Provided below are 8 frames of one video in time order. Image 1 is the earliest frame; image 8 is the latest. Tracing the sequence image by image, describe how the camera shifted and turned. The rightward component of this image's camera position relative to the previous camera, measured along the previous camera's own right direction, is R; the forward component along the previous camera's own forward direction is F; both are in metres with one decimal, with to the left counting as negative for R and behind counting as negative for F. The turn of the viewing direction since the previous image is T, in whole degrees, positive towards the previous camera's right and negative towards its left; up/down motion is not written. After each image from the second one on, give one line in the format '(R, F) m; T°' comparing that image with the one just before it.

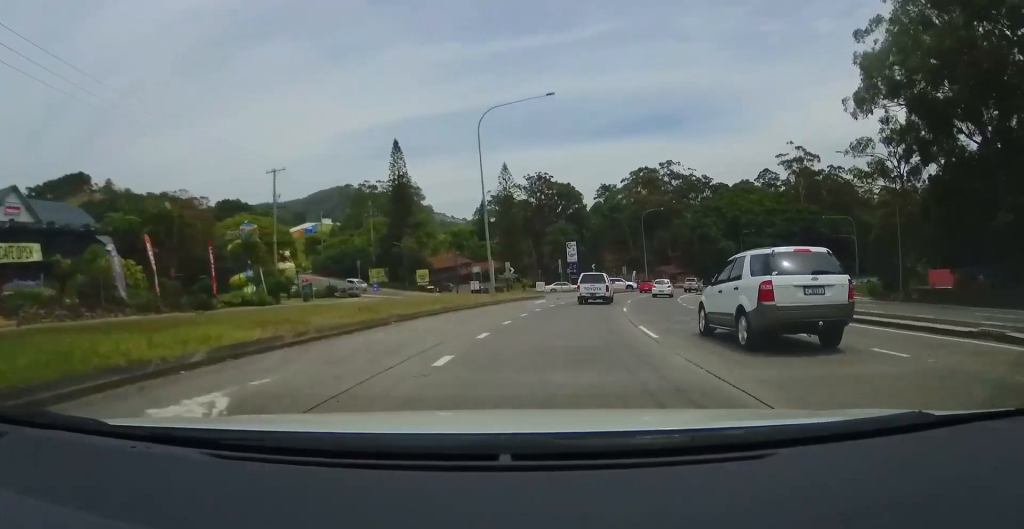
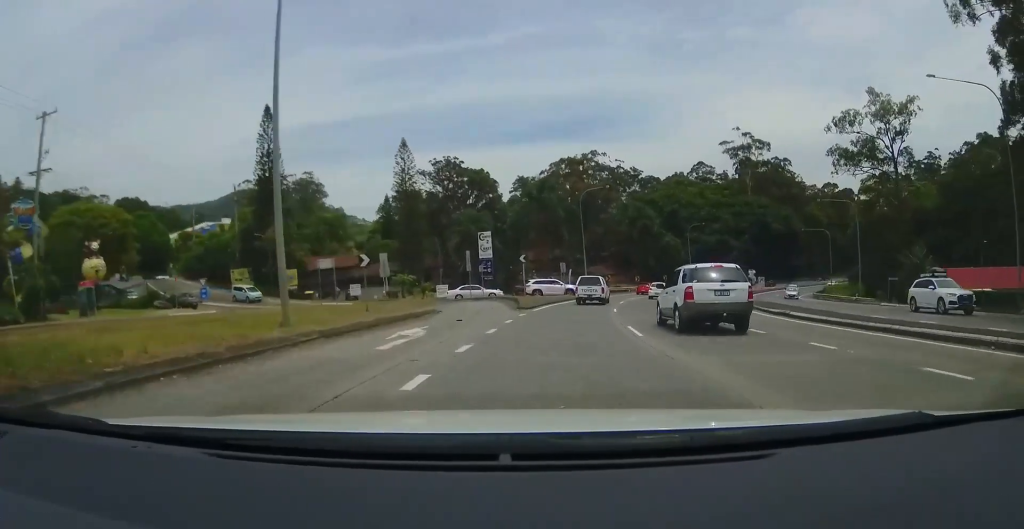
(+1.5, +22.2) m; +8°
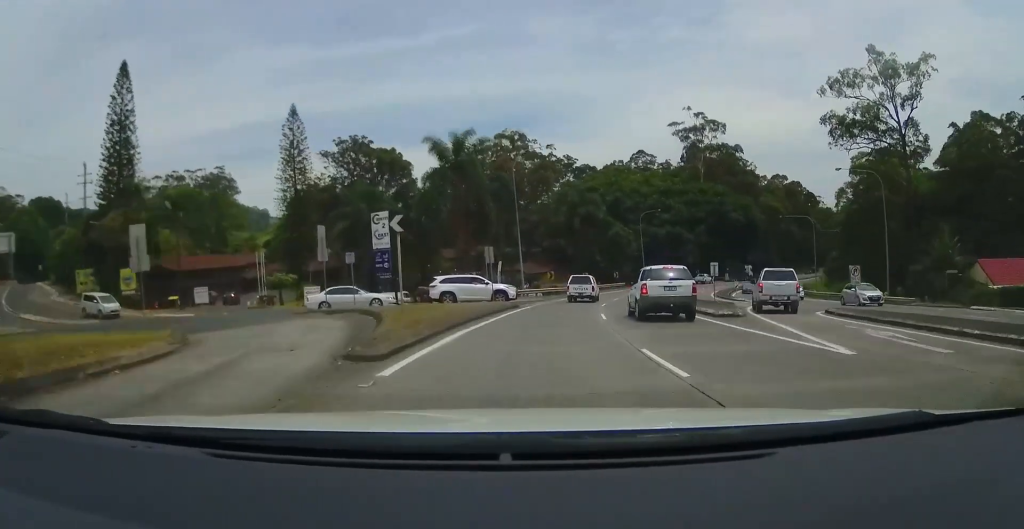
(+1.3, +18.9) m; +8°
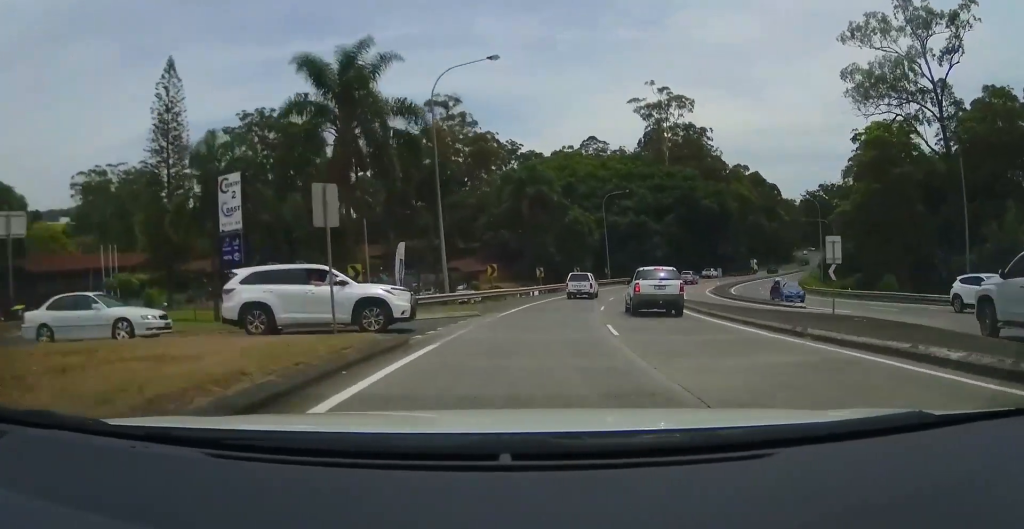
(+0.8, +17.4) m; +7°
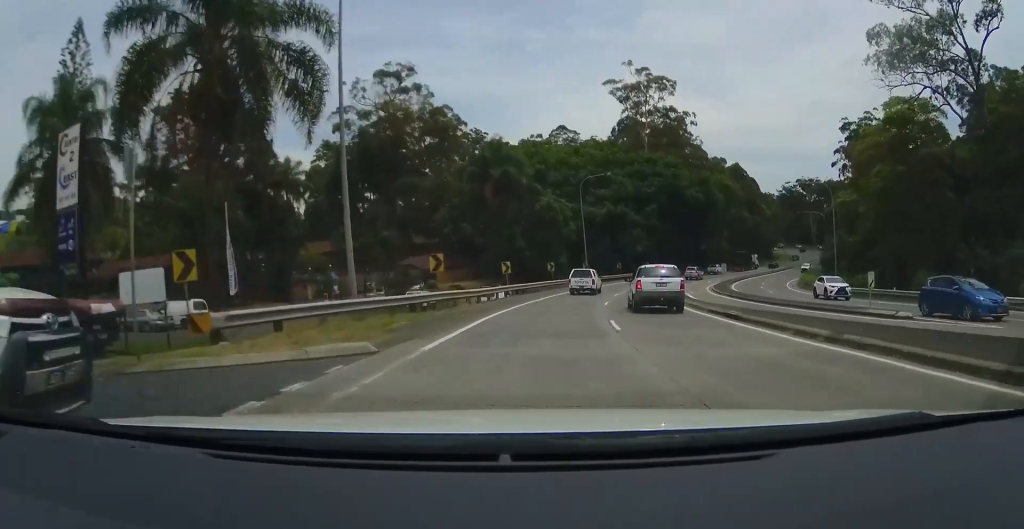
(+0.6, +11.2) m; +3°
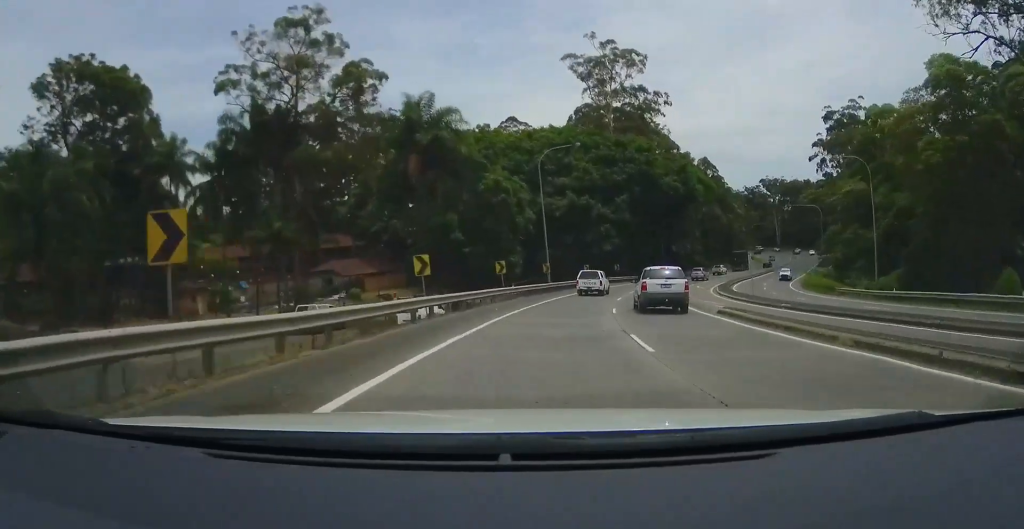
(+0.4, +16.3) m; +3°
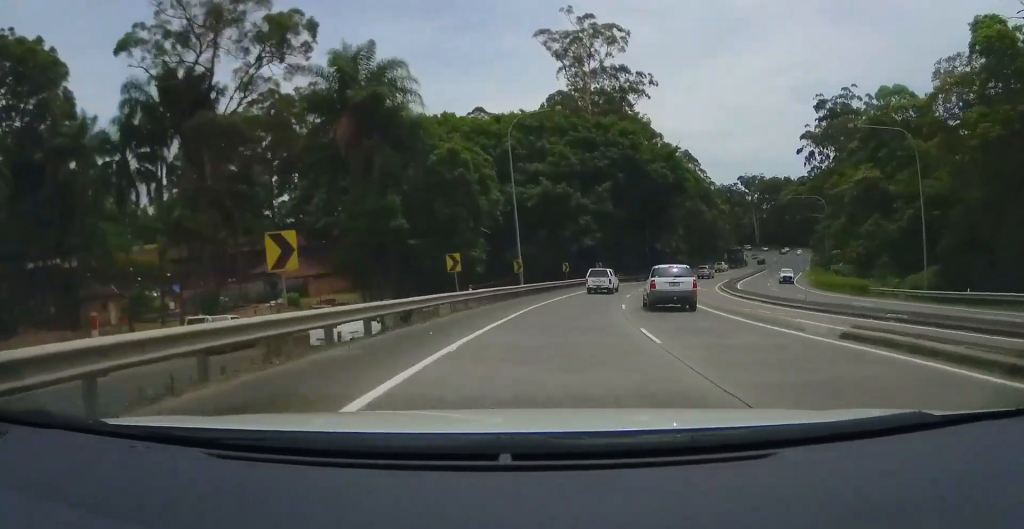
(-0.1, +10.5) m; +2°
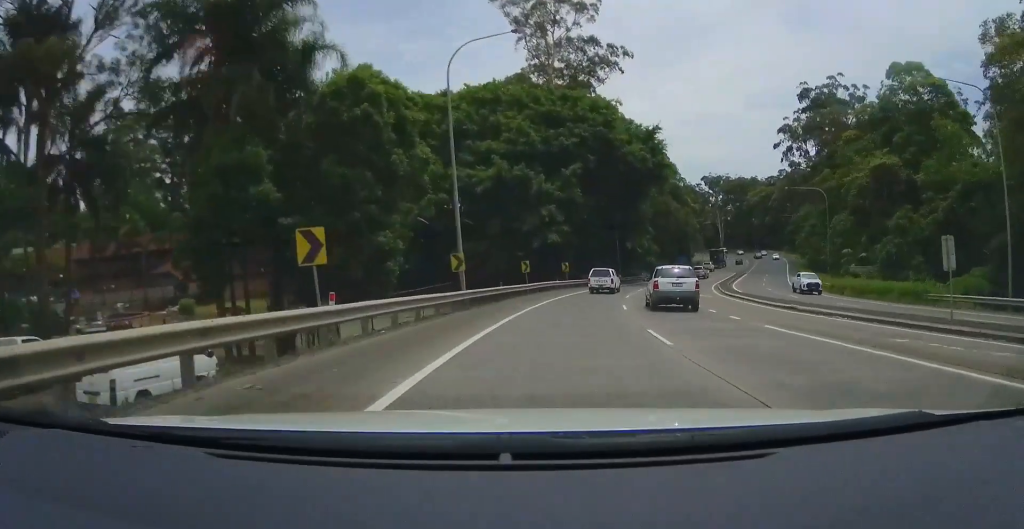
(+0.5, +12.9) m; +4°
